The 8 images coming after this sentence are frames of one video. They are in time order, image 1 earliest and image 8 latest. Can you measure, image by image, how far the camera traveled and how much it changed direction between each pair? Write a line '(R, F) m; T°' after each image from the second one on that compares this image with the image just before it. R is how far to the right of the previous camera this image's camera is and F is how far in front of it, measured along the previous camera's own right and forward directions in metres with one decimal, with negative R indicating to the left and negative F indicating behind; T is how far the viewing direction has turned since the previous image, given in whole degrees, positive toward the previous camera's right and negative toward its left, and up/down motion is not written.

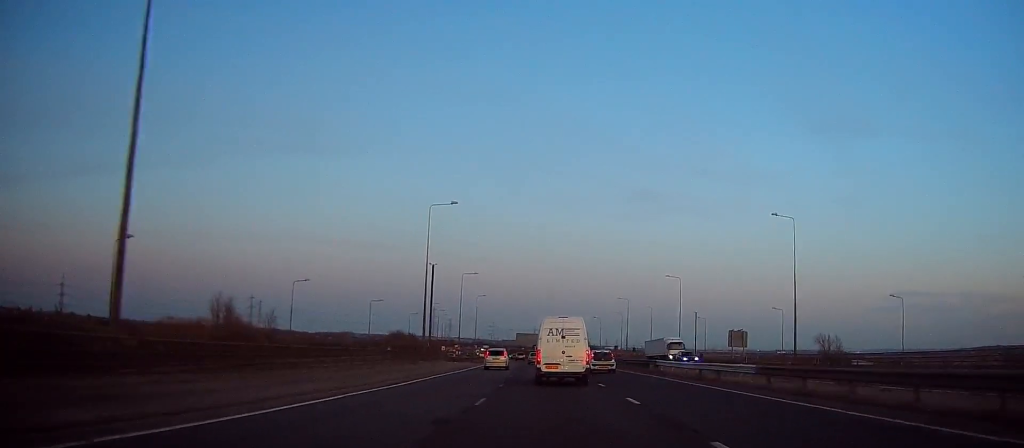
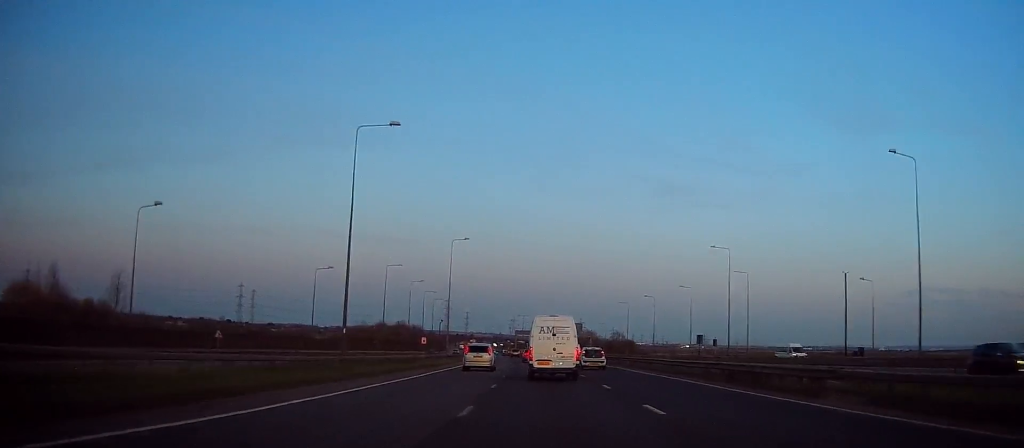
(-0.7, +74.7) m; -2°
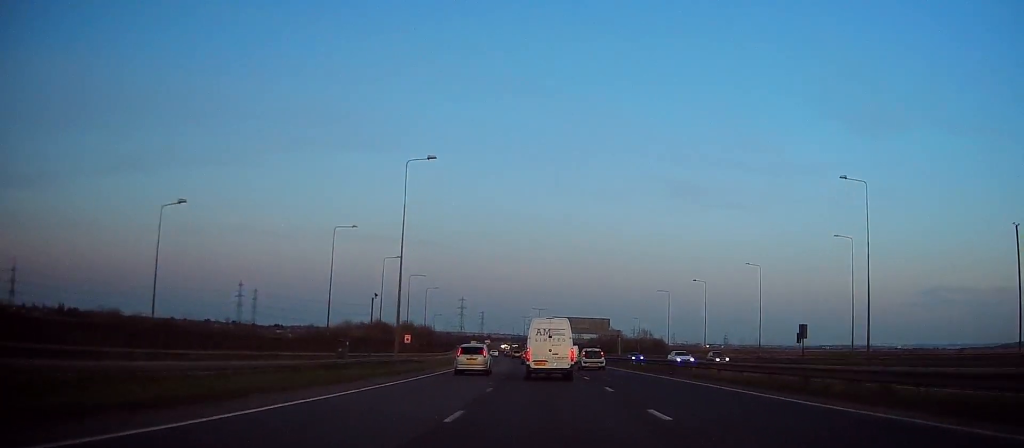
(-0.5, +36.9) m; -1°
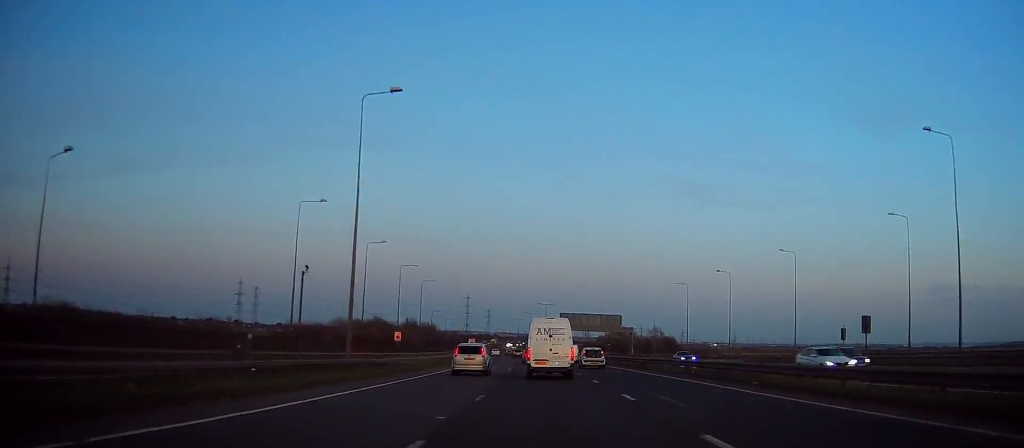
(+0.1, +13.3) m; 0°
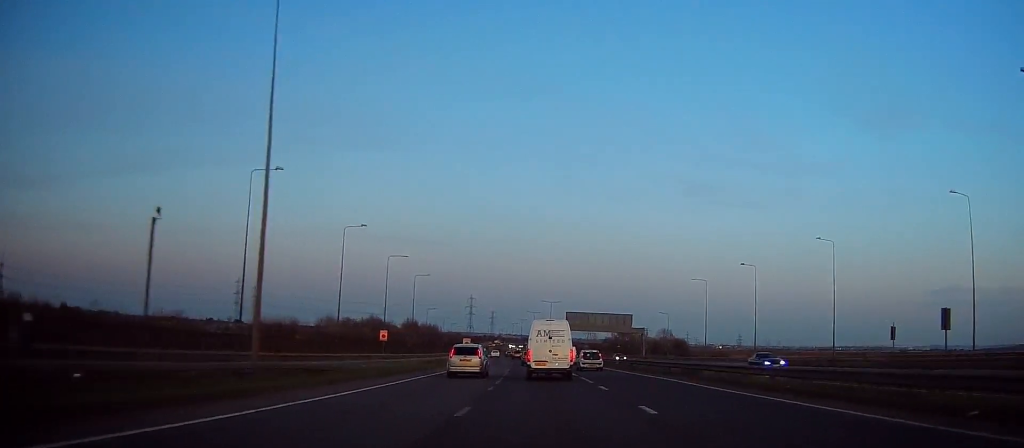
(-0.2, +12.2) m; 0°
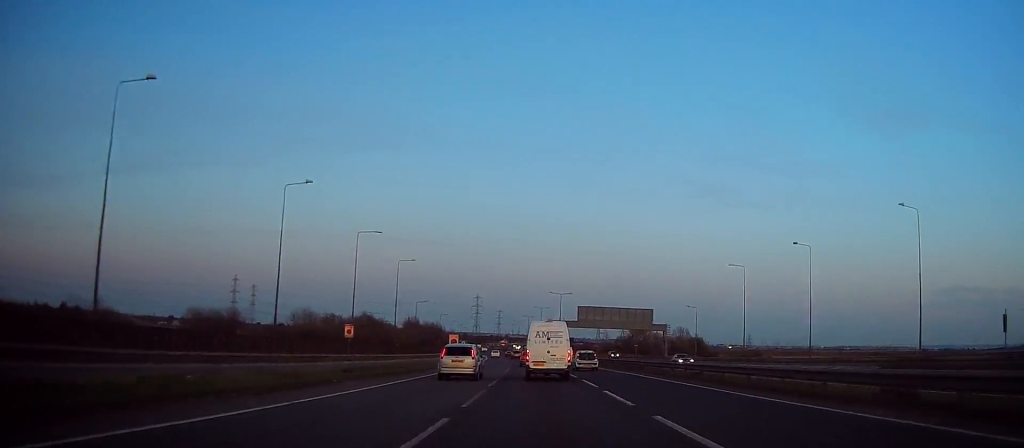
(-0.2, +20.3) m; -1°
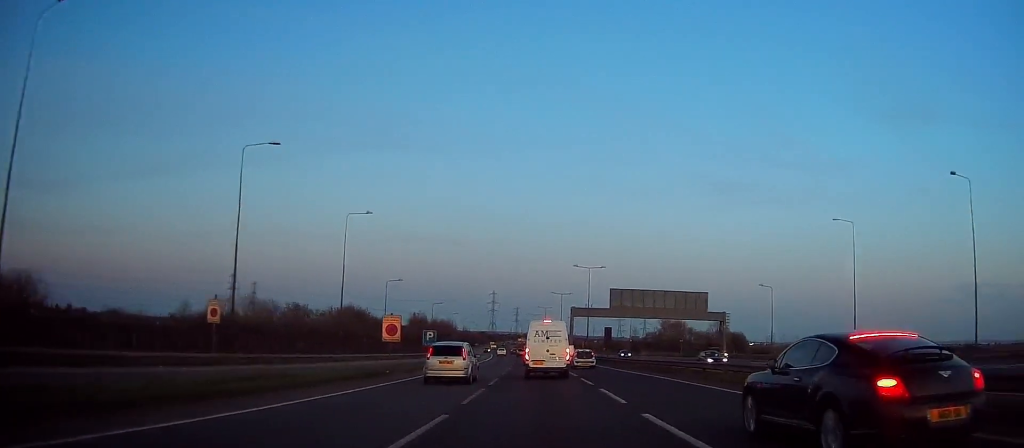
(-0.5, +35.3) m; -2°
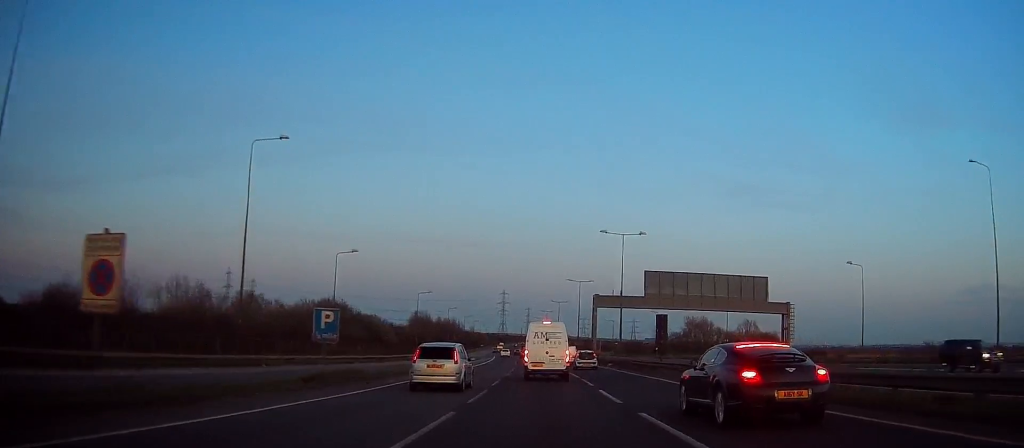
(-0.3, +25.9) m; -1°
